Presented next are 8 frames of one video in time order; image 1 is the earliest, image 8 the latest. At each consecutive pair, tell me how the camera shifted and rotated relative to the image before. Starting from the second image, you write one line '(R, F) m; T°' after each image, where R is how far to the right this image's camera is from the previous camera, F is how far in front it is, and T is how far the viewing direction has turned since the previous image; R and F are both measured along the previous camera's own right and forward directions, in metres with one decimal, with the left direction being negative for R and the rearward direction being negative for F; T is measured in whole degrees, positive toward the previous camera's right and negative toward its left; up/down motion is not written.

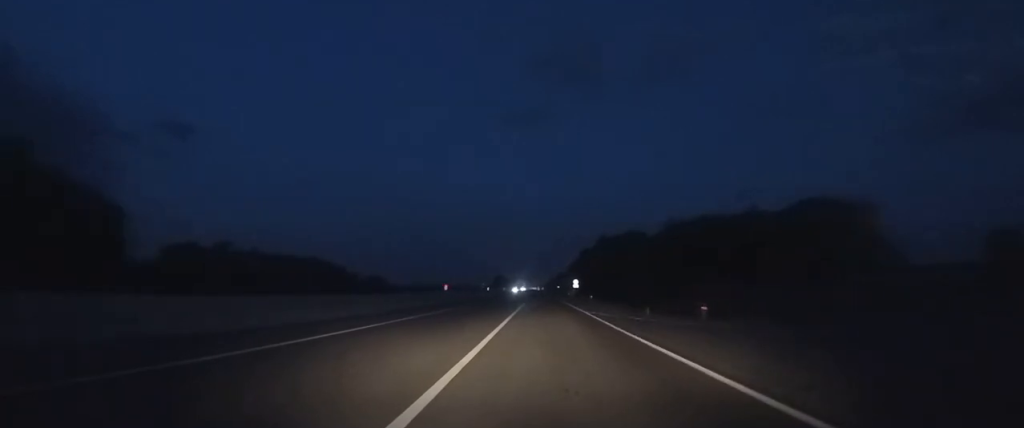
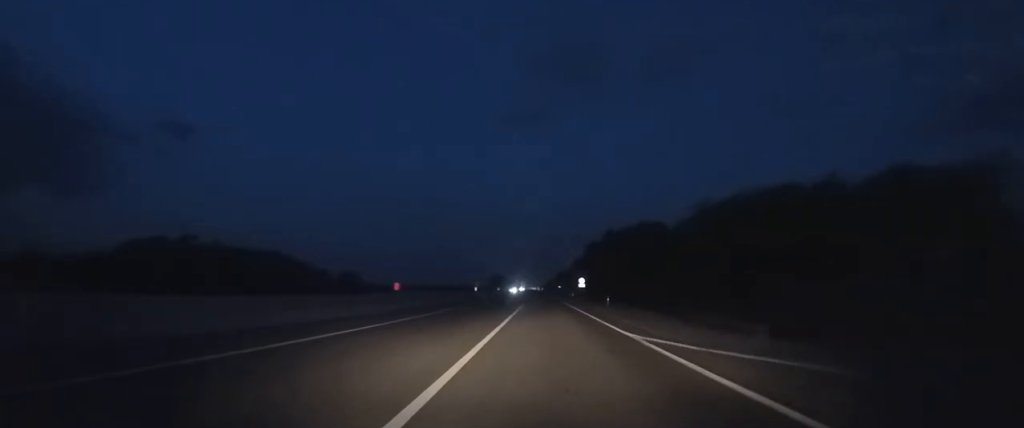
(+0.1, +15.5) m; 0°
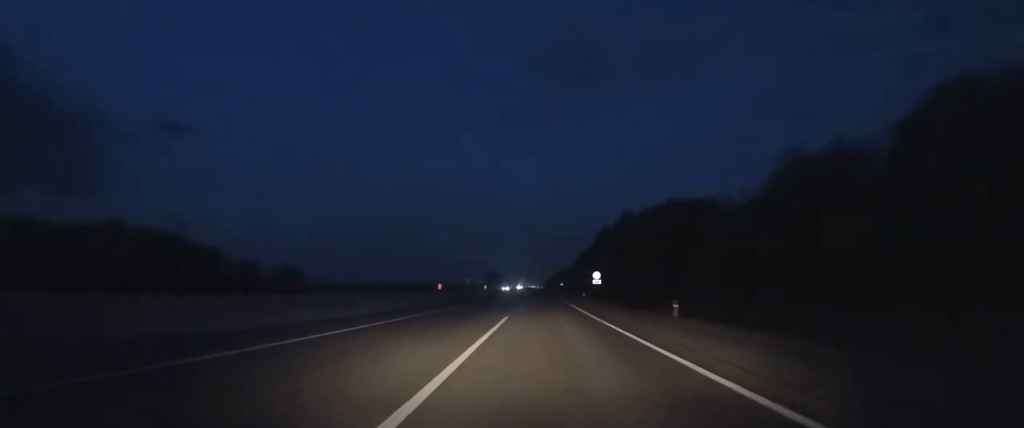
(0.0, +24.6) m; 0°
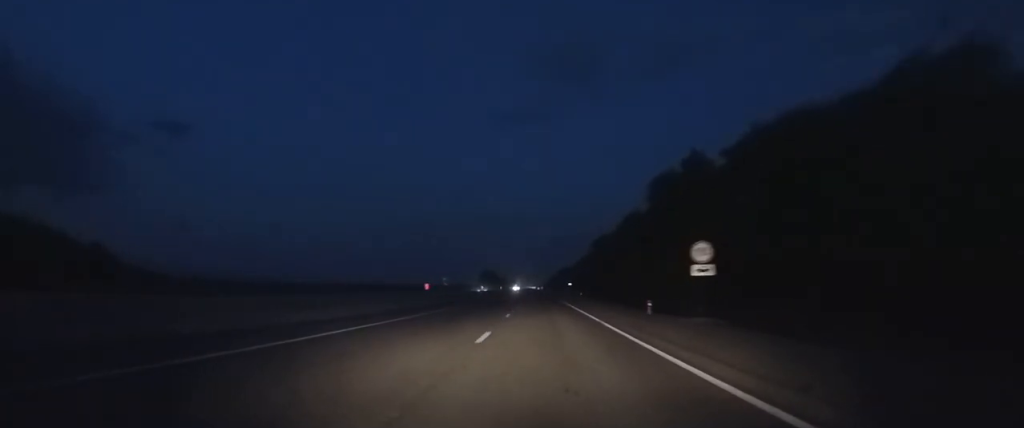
(0.0, +46.5) m; 0°
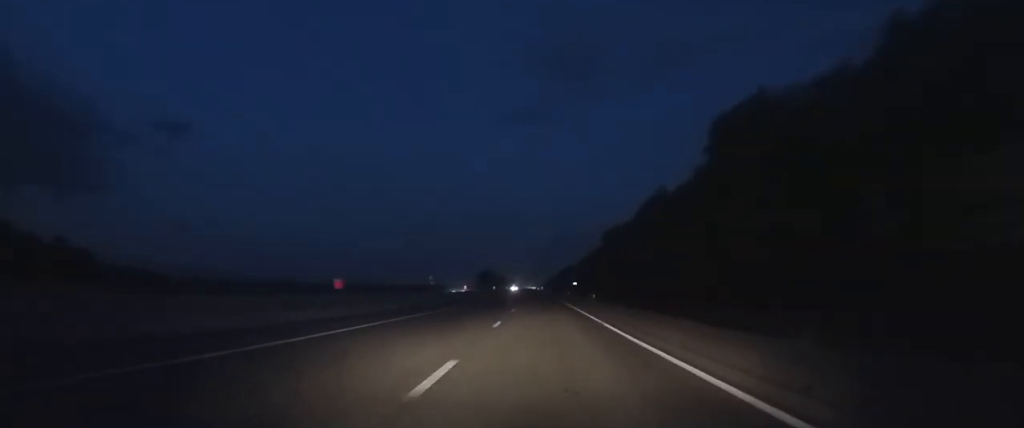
(-0.1, +21.0) m; 0°
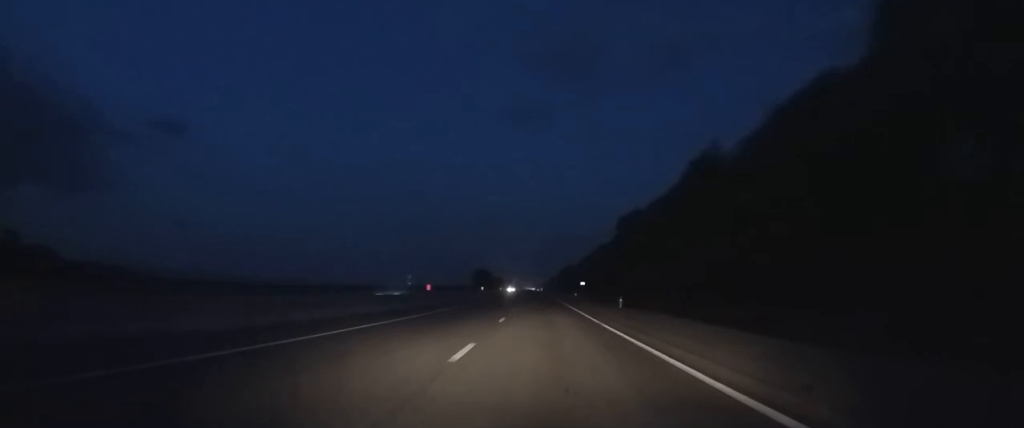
(0.0, +24.2) m; 0°
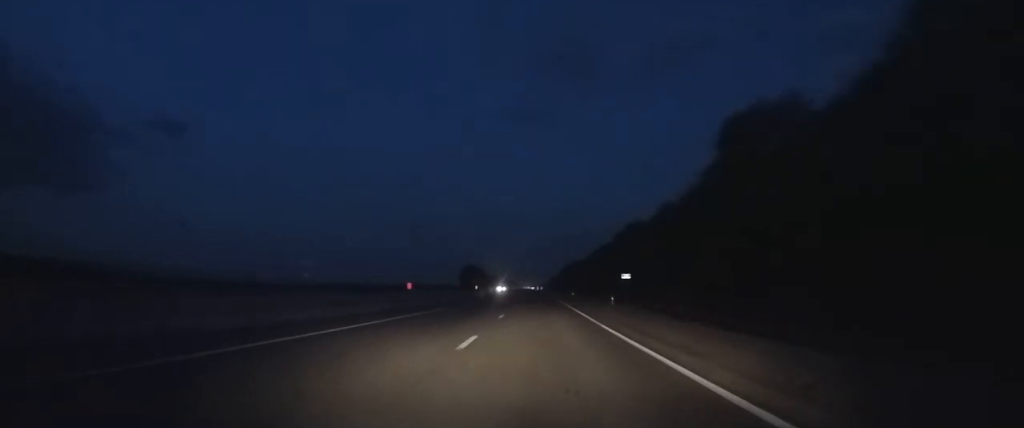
(-0.1, +58.2) m; 0°
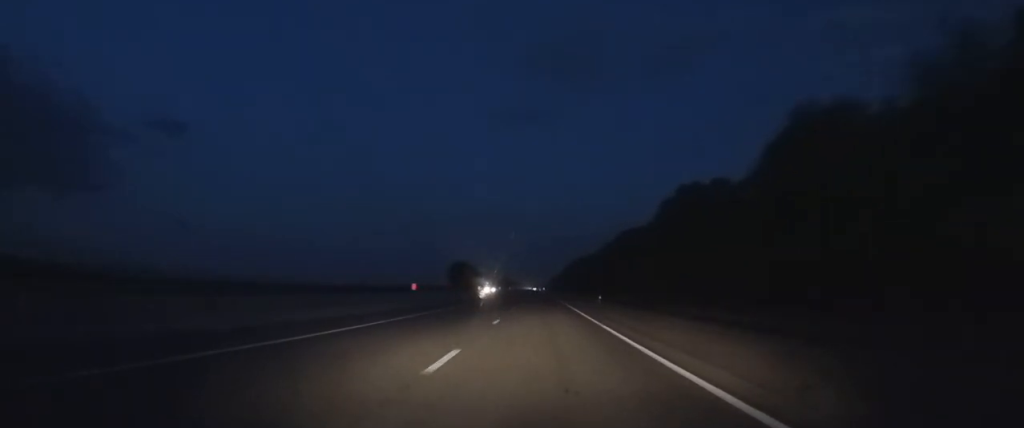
(0.0, +43.8) m; 0°
